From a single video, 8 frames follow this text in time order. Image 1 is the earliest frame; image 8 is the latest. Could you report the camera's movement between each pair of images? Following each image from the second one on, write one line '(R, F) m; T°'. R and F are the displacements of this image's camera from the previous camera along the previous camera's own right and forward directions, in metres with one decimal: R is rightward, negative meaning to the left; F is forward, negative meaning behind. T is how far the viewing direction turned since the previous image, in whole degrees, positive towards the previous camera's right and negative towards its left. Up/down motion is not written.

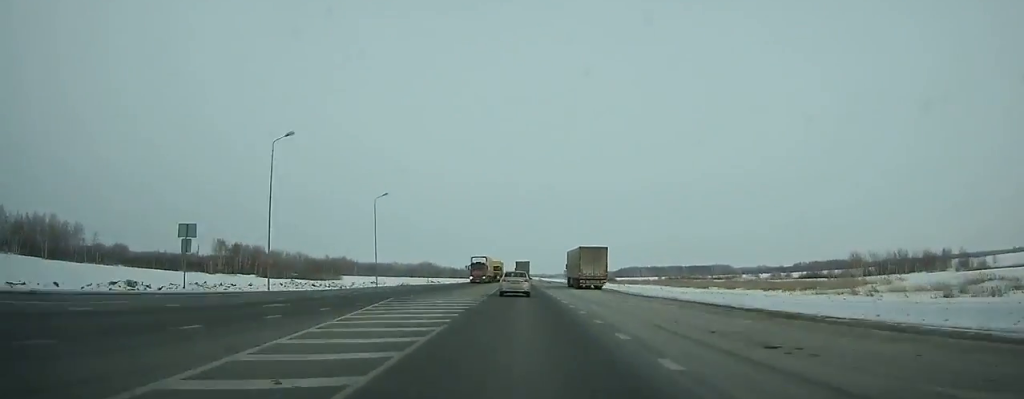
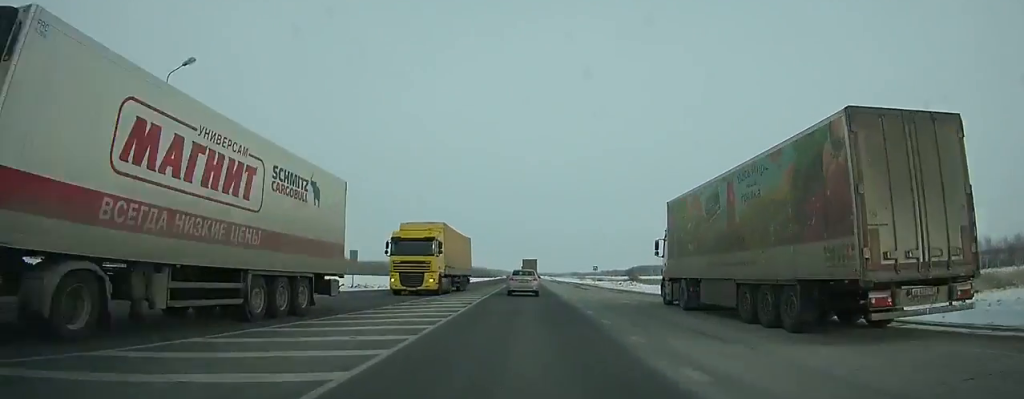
(0.0, +44.6) m; 0°
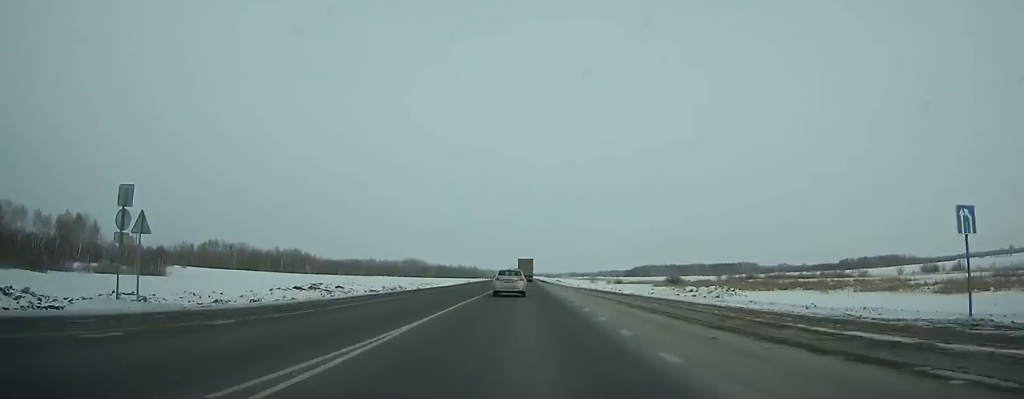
(-0.1, +77.8) m; 0°
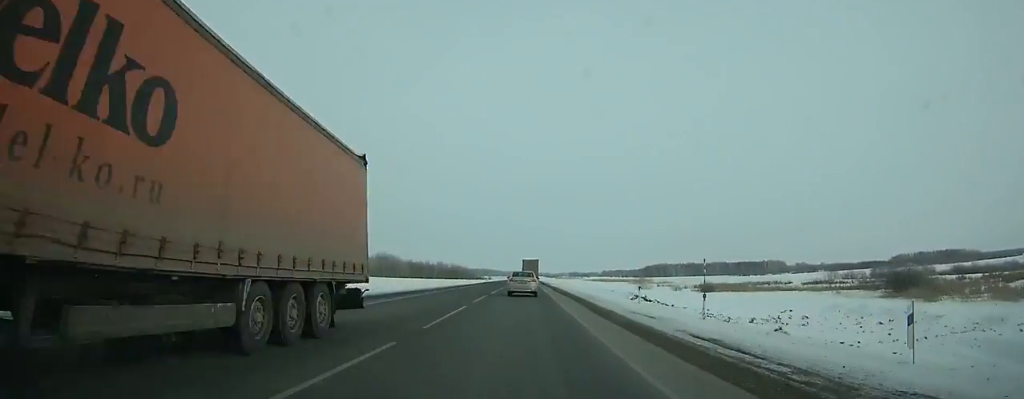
(+0.4, +123.1) m; 0°
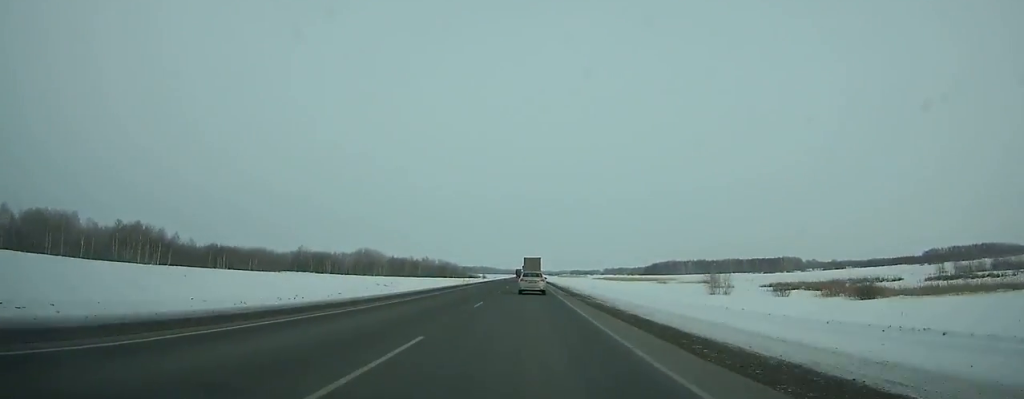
(-0.2, +59.3) m; 0°
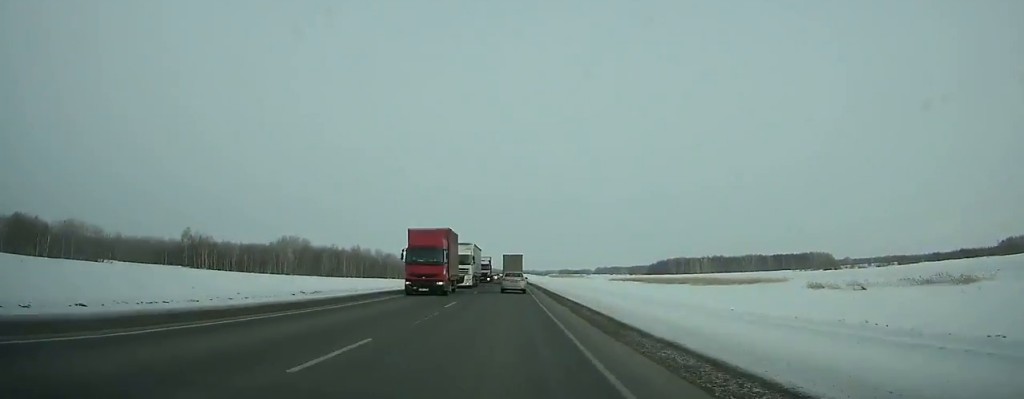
(+1.3, +129.1) m; 0°
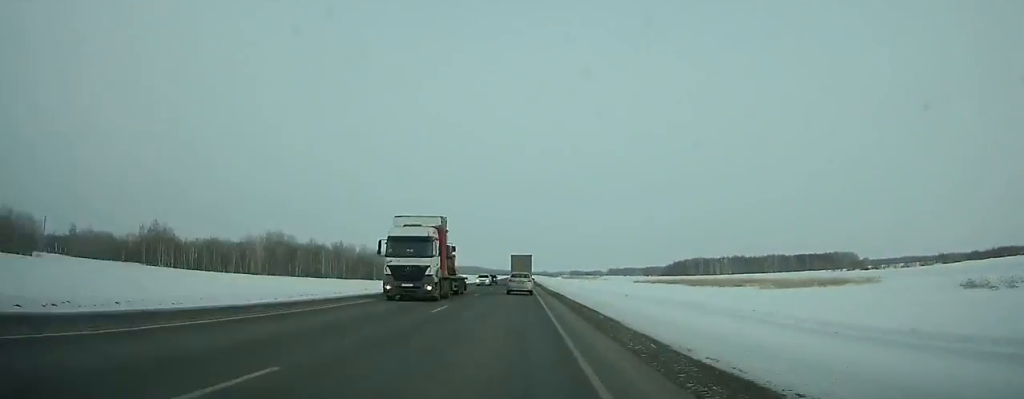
(-0.1, +35.4) m; 0°
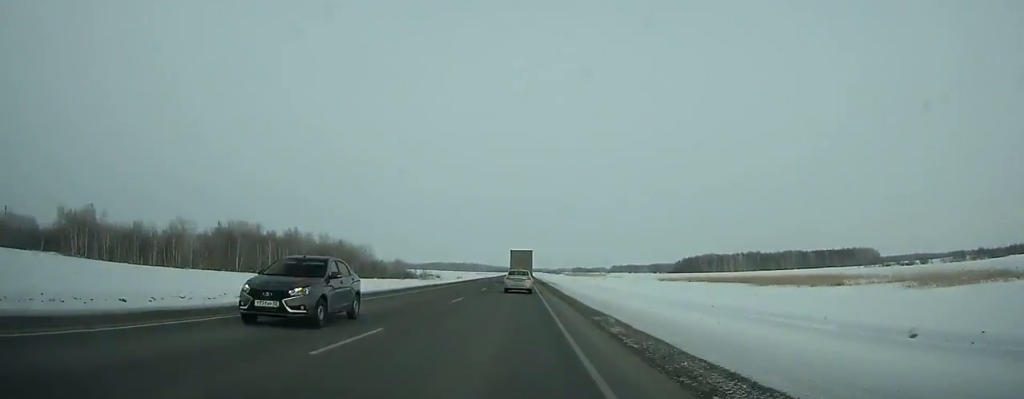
(-0.2, +42.6) m; 0°
